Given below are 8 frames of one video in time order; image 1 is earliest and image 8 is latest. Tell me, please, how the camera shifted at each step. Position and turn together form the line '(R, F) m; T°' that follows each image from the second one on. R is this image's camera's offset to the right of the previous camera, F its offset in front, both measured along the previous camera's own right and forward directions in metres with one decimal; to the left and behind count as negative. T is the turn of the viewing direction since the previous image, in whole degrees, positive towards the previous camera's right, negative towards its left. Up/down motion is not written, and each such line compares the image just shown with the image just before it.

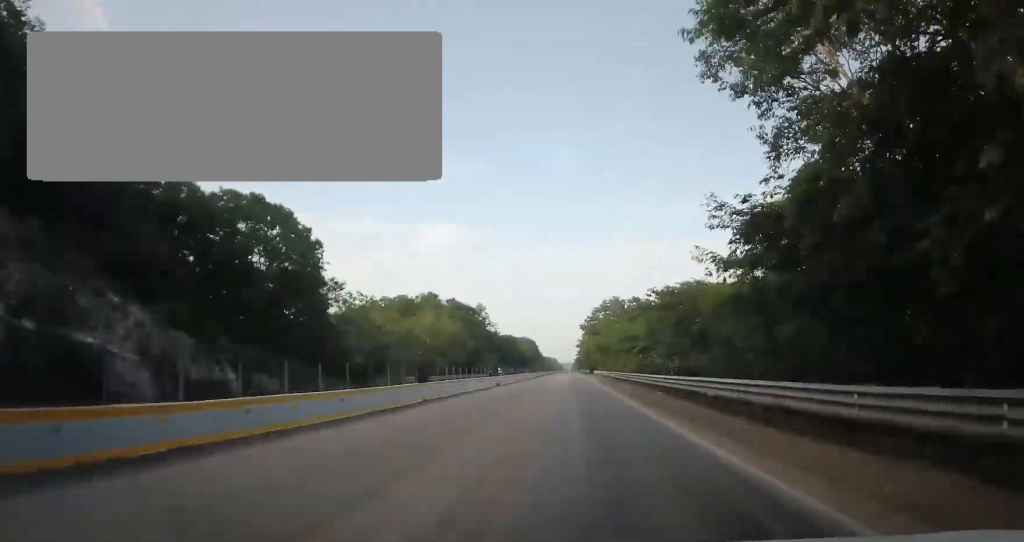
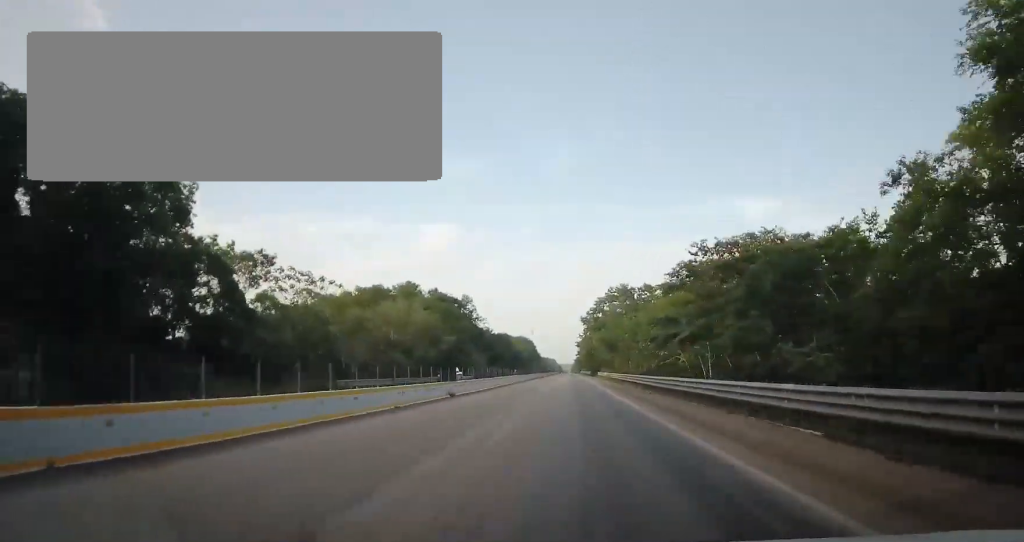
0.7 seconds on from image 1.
(+0.4, +19.0) m; +1°
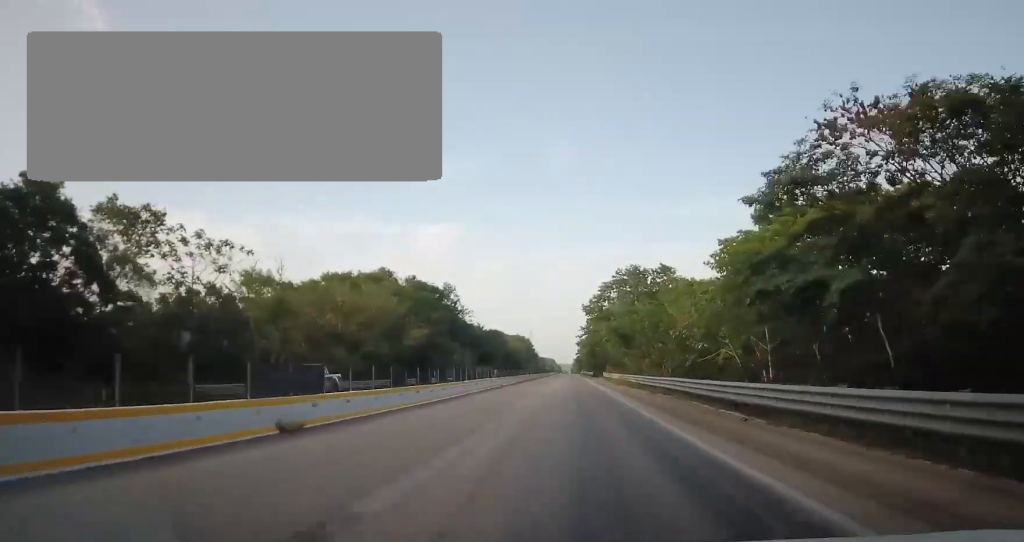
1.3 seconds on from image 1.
(+0.2, +18.1) m; +1°
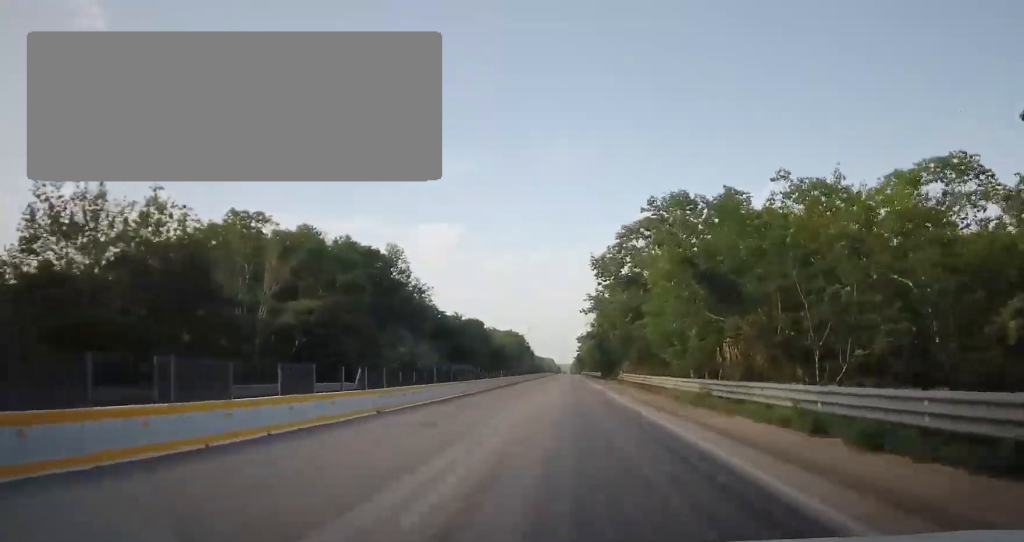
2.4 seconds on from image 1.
(0.0, +34.0) m; 0°
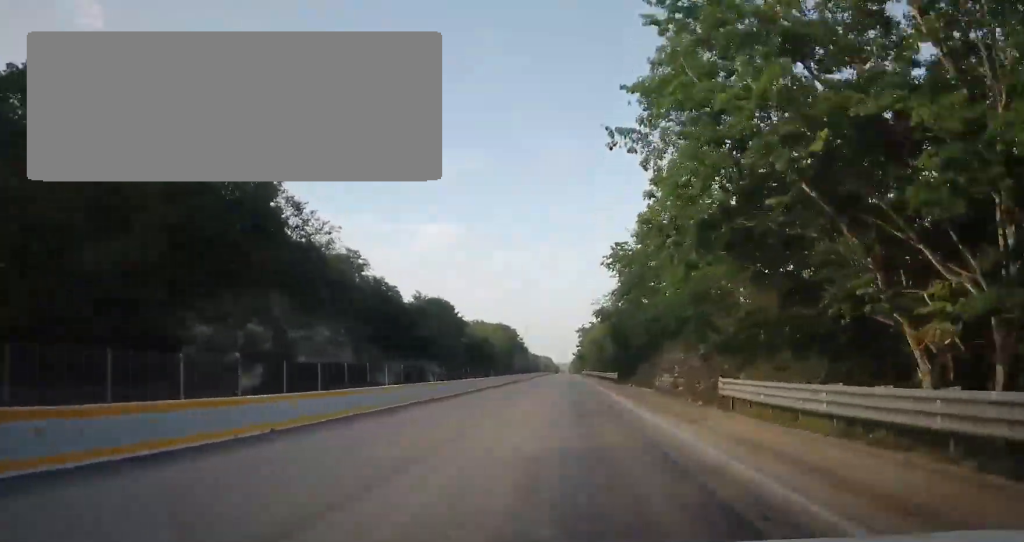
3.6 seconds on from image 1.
(+0.1, +34.8) m; 0°
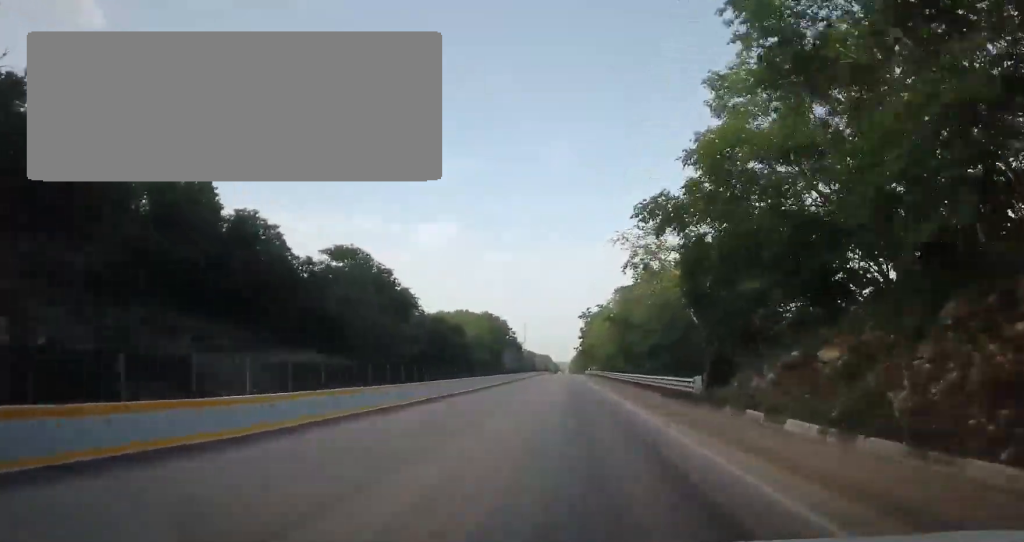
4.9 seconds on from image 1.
(0.0, +38.5) m; 0°
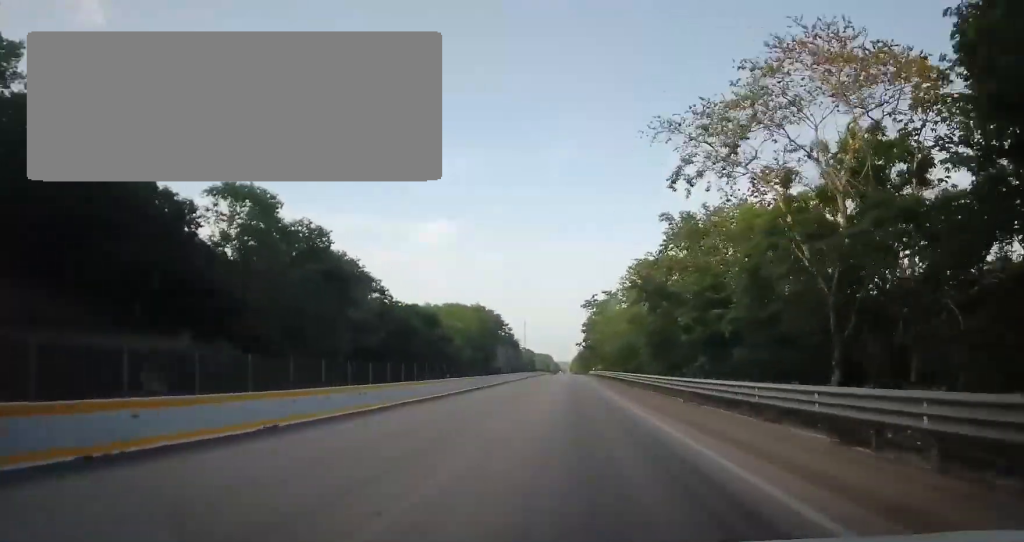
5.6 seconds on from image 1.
(0.0, +19.5) m; 0°
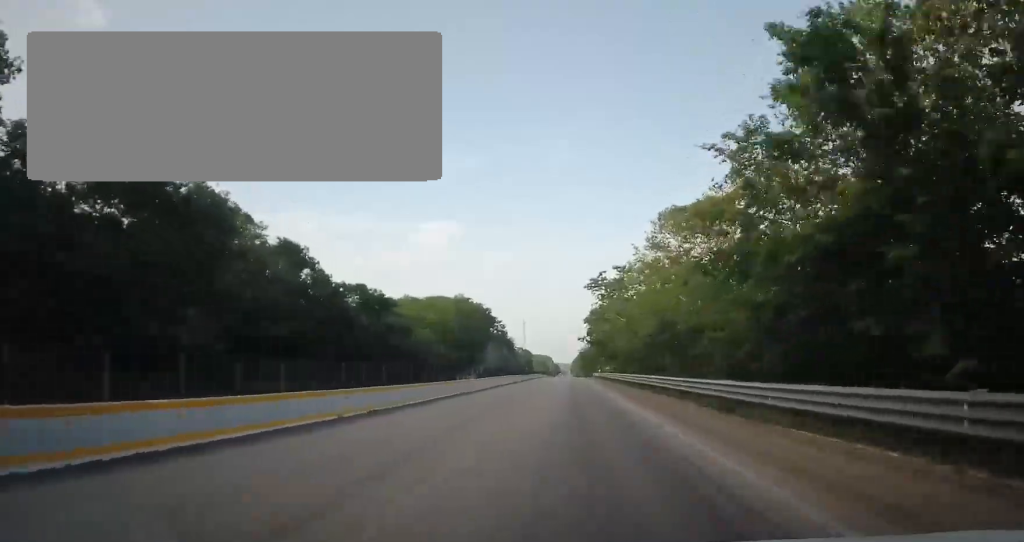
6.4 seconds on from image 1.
(-0.1, +23.9) m; 0°
